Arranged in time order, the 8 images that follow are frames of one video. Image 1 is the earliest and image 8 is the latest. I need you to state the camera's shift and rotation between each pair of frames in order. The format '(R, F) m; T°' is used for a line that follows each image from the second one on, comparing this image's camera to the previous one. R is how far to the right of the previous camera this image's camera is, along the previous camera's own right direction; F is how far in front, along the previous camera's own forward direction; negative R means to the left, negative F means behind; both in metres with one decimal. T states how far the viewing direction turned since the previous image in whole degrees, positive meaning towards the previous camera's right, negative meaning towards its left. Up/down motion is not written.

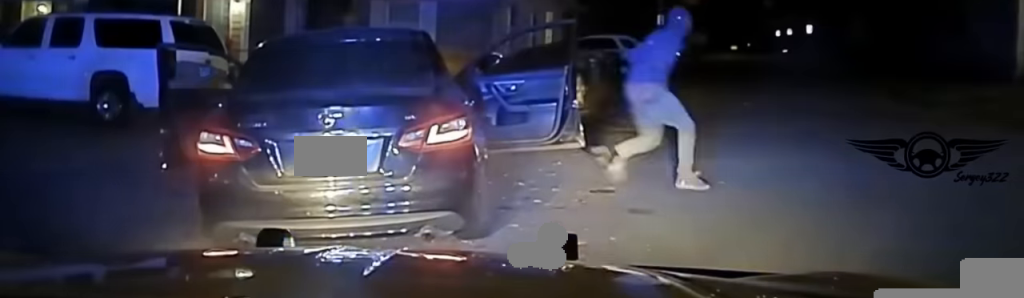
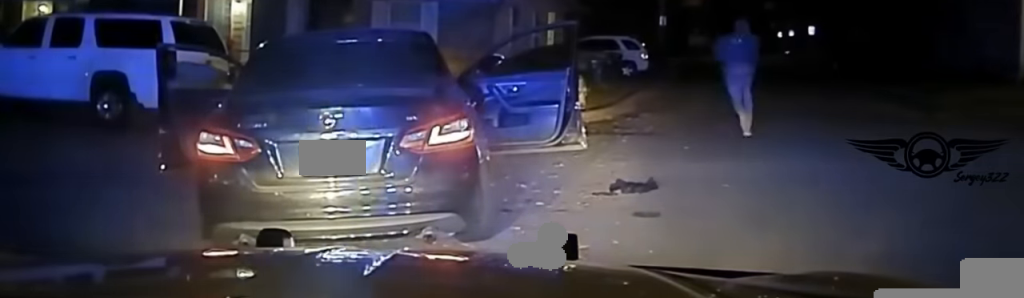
(0.0, 0.0) m; 0°
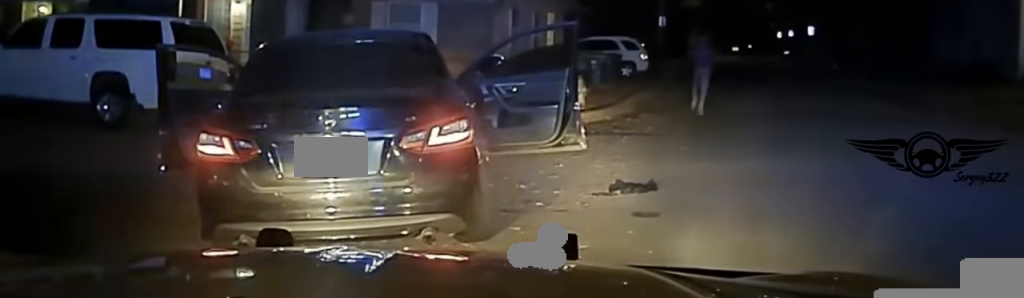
(0.0, 0.0) m; 0°
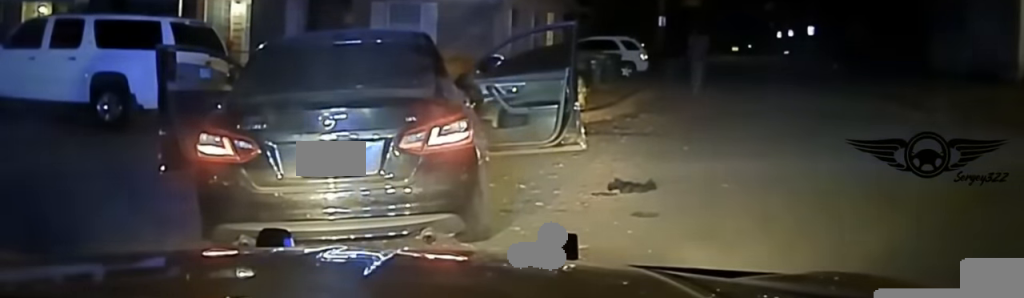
(0.0, 0.0) m; 0°
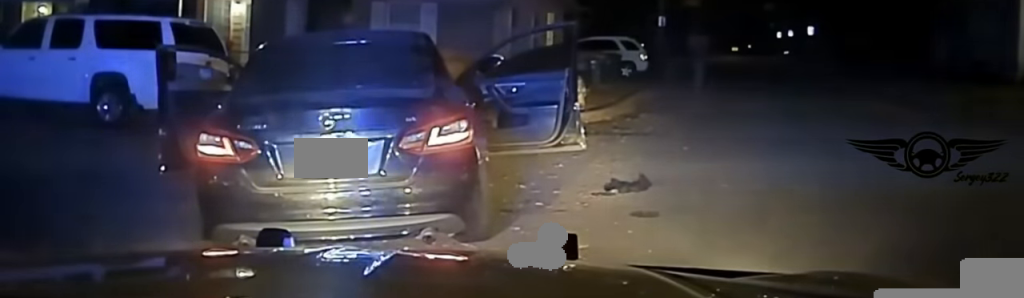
(0.0, 0.0) m; 0°
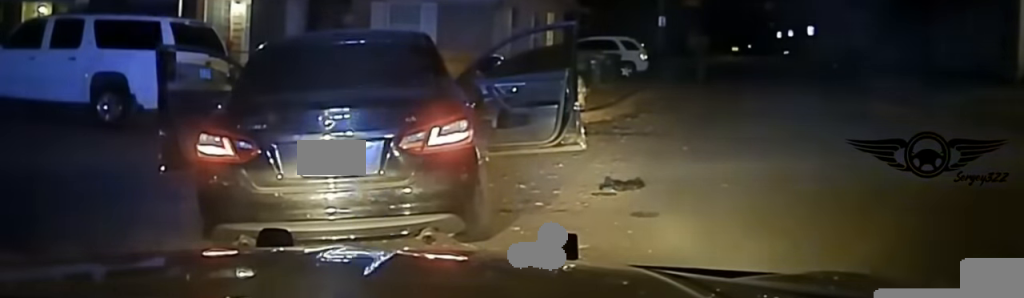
(0.0, 0.0) m; 0°
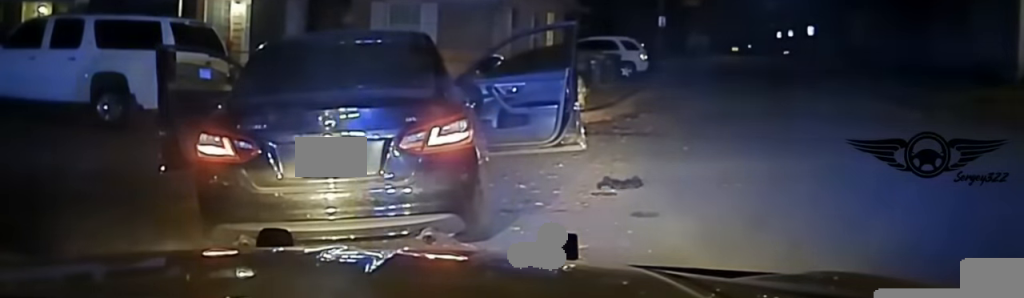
(0.0, 0.0) m; 0°
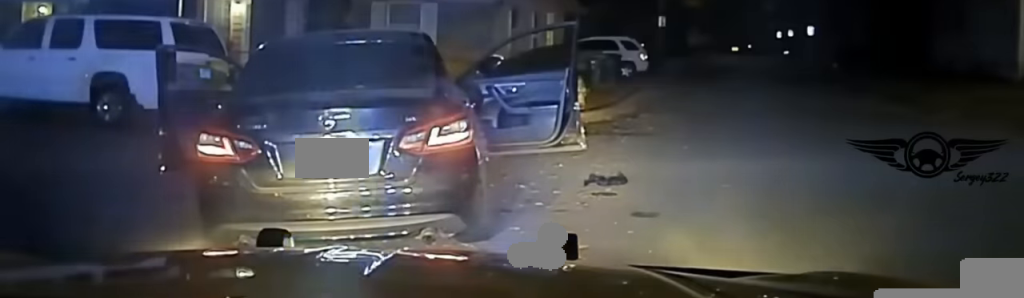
(0.0, 0.0) m; 0°
